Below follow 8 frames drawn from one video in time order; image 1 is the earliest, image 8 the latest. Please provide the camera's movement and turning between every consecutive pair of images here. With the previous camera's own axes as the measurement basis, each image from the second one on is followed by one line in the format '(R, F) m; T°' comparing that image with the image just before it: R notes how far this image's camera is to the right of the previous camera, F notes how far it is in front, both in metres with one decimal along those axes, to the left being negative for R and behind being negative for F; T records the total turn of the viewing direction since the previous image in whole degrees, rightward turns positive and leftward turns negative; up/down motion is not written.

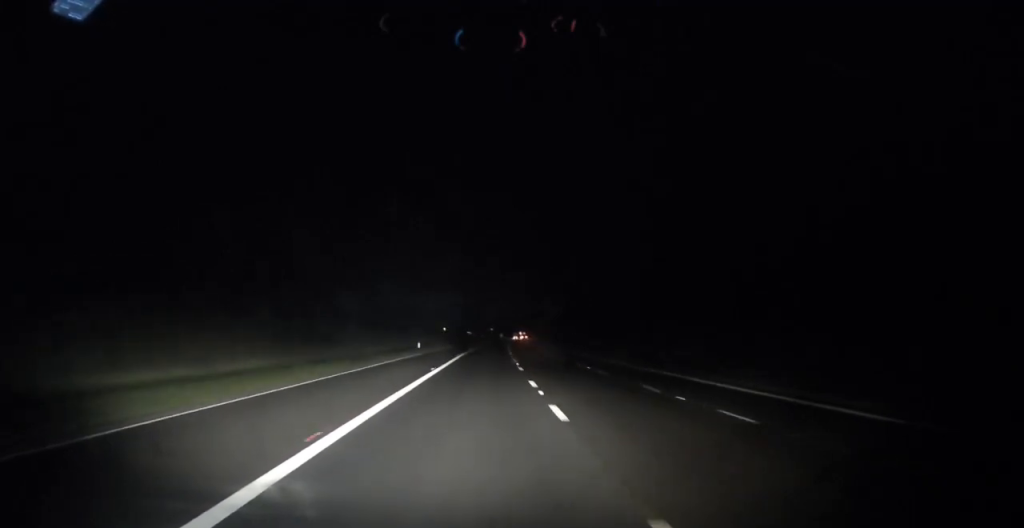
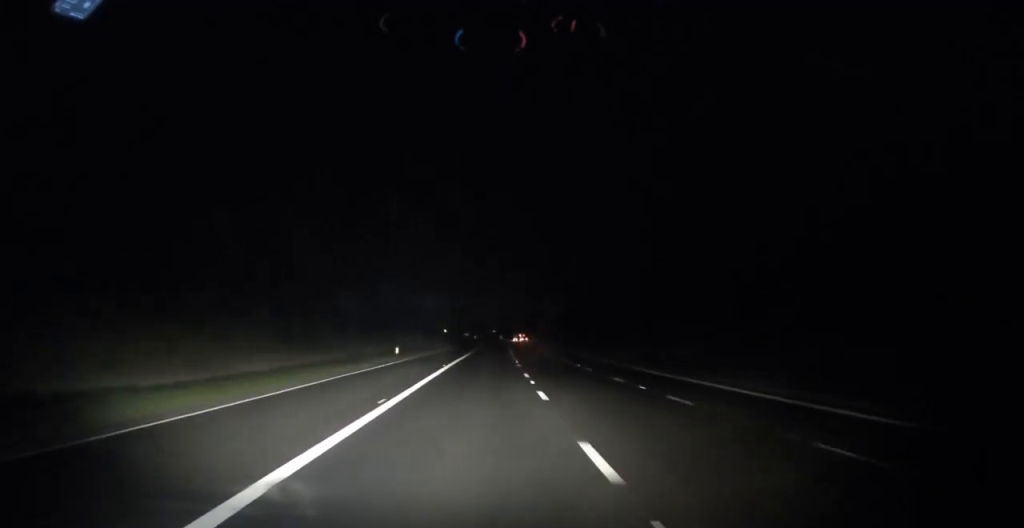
(0.0, +12.5) m; 0°
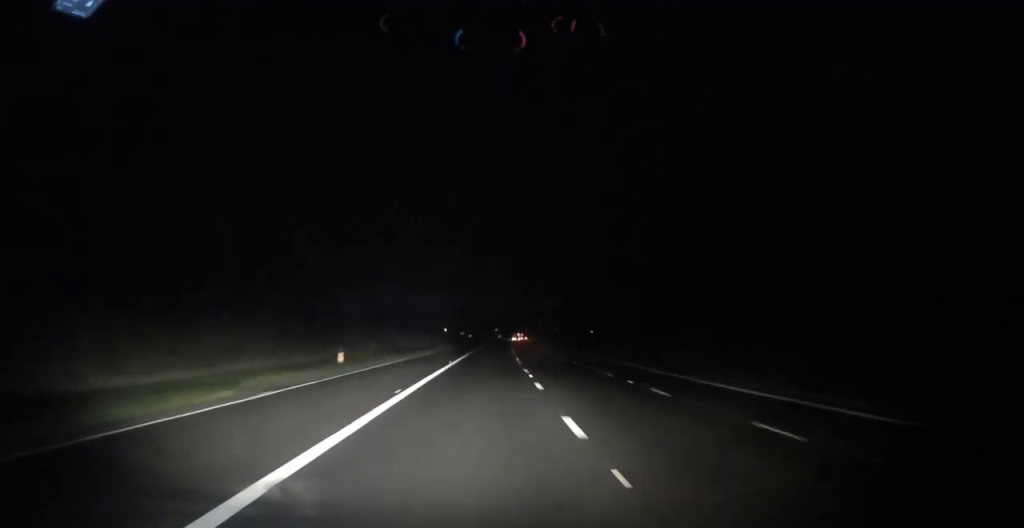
(0.0, +15.4) m; 0°
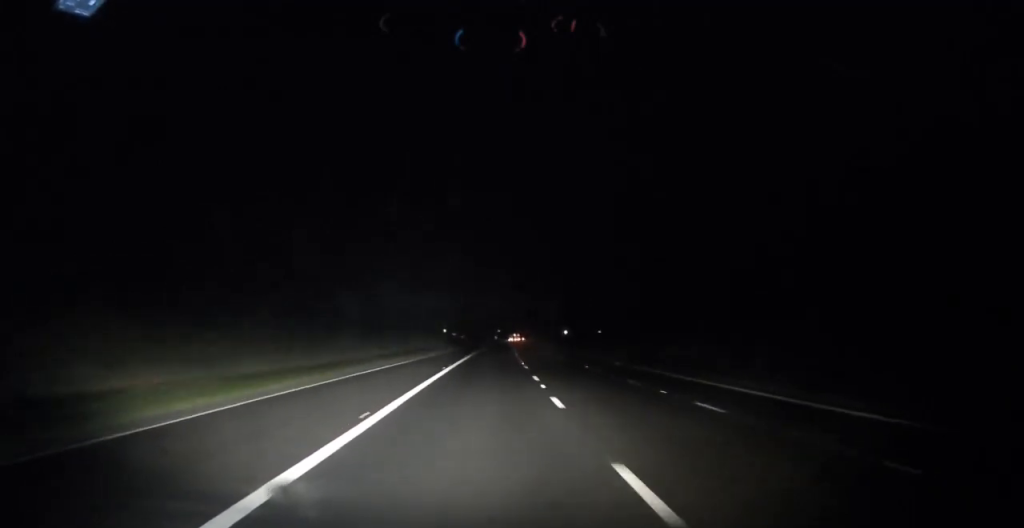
(+0.1, +23.1) m; 0°
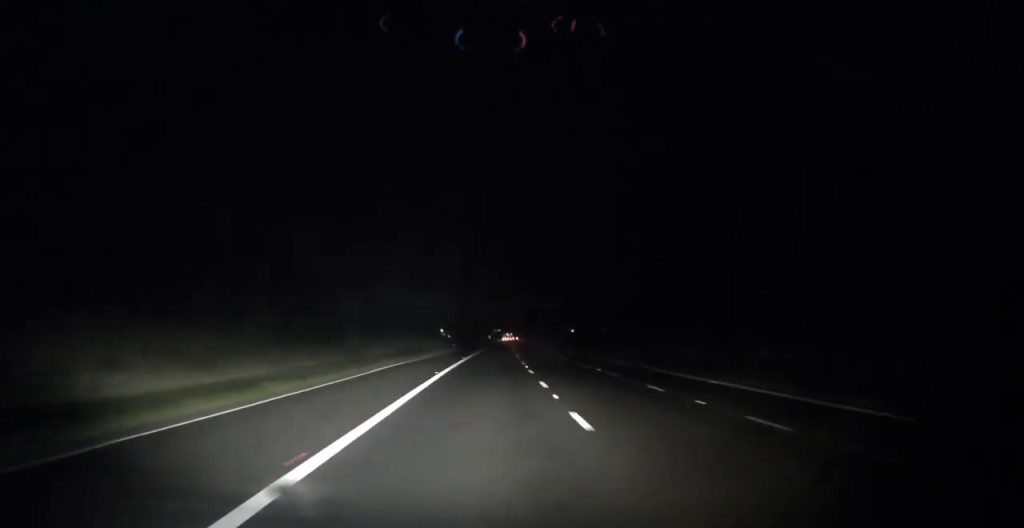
(0.0, +22.1) m; 0°
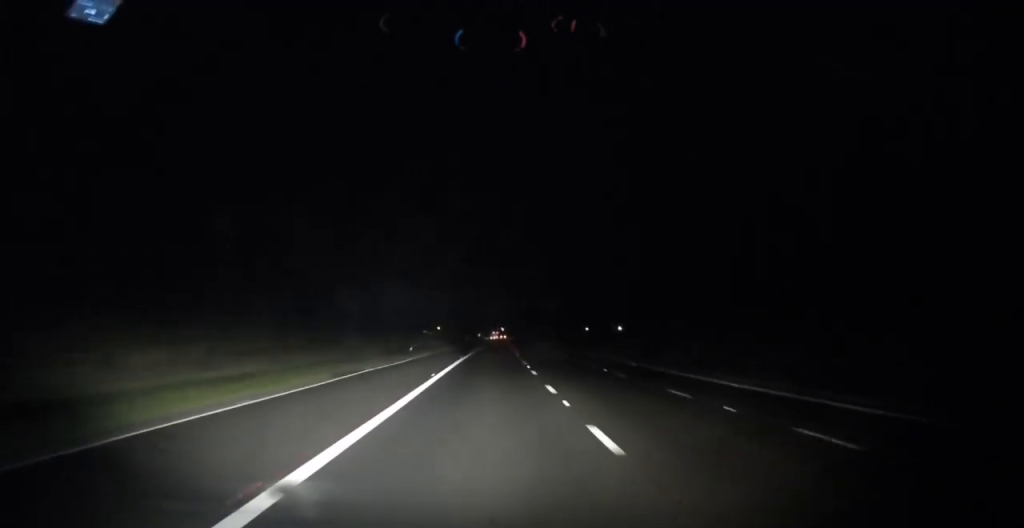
(+0.2, +38.2) m; +1°
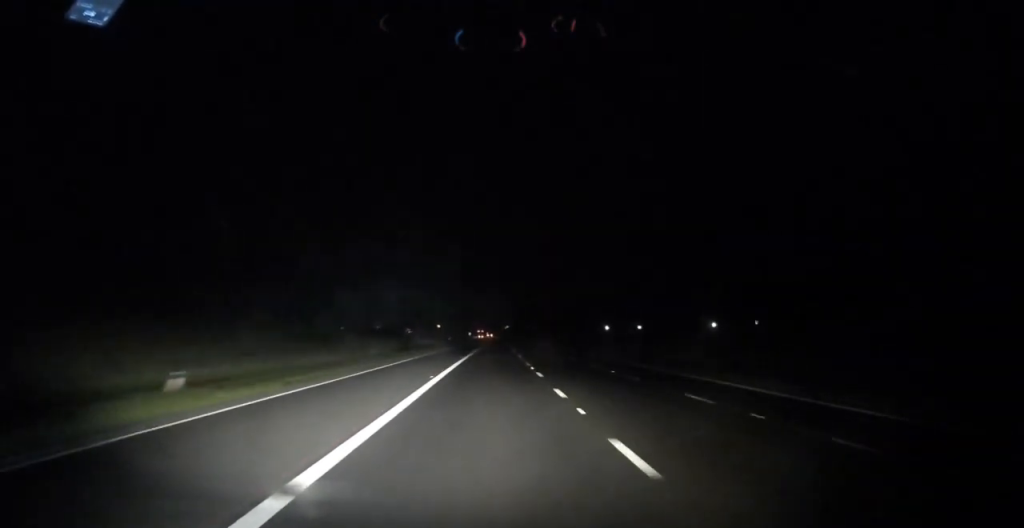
(+0.4, +37.4) m; +1°
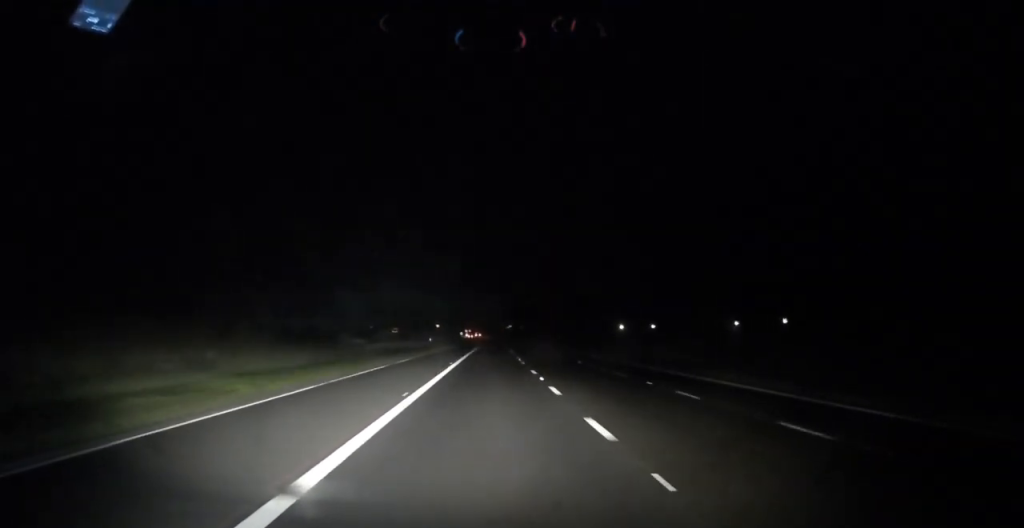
(0.0, +24.0) m; 0°
